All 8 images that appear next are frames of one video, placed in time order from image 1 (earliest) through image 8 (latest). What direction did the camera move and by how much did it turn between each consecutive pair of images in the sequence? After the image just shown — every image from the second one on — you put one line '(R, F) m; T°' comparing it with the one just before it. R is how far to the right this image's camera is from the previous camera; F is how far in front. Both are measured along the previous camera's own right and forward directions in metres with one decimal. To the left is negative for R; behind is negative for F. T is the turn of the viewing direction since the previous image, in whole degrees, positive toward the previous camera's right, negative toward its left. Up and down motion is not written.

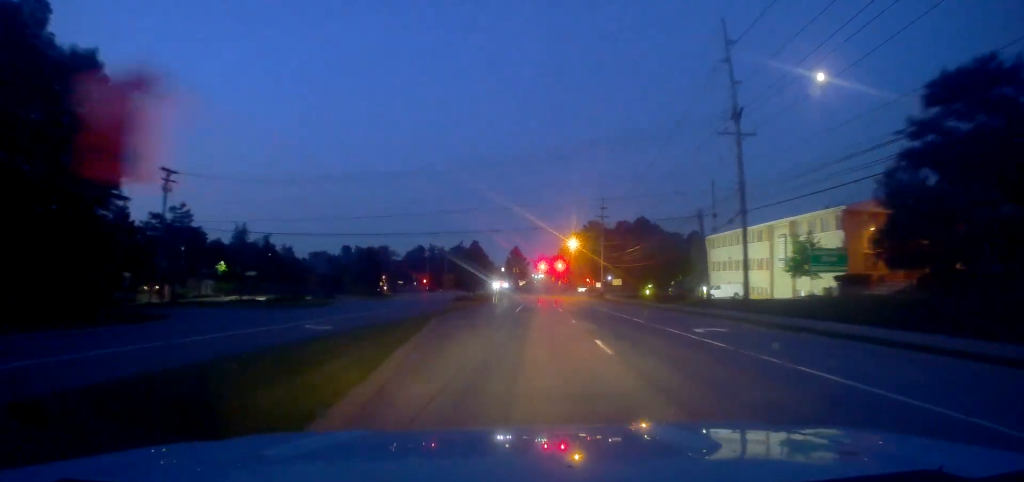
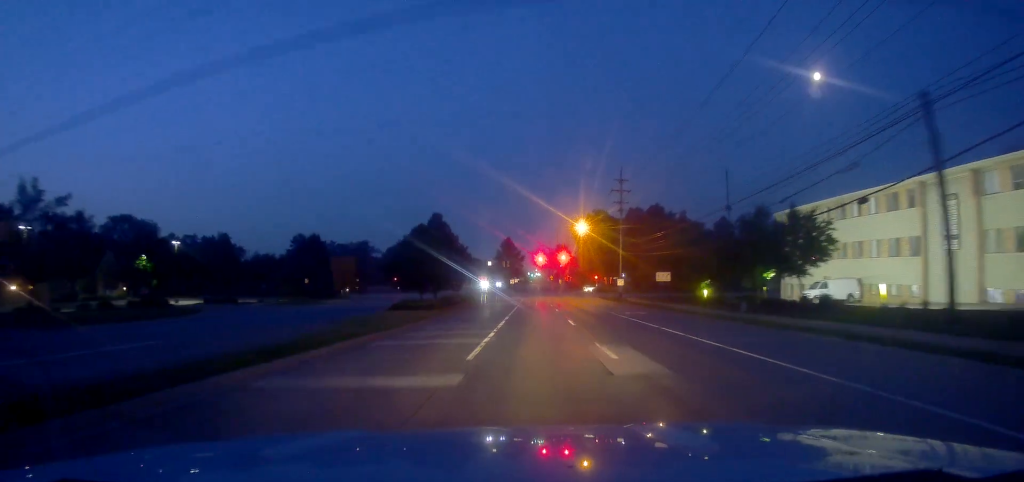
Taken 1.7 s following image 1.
(-0.3, +30.9) m; +1°
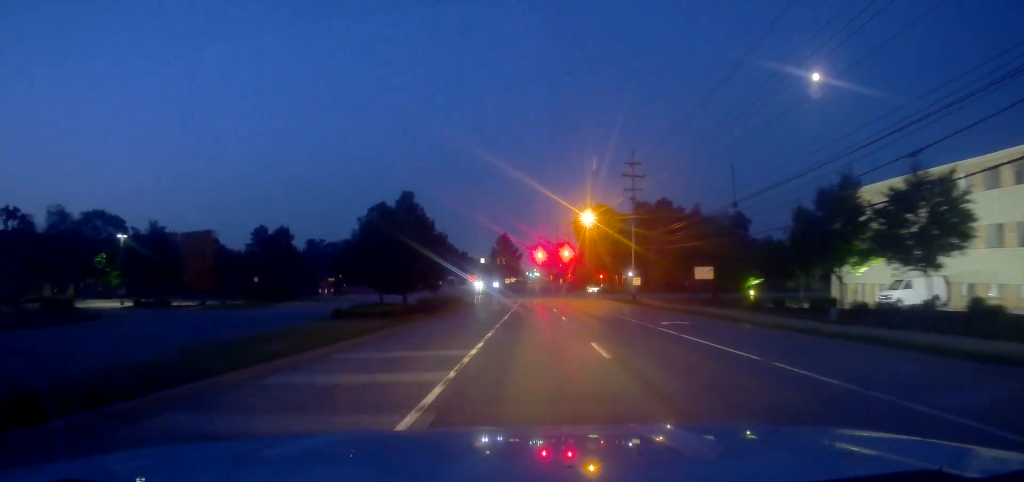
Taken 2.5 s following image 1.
(0.0, +12.6) m; 0°
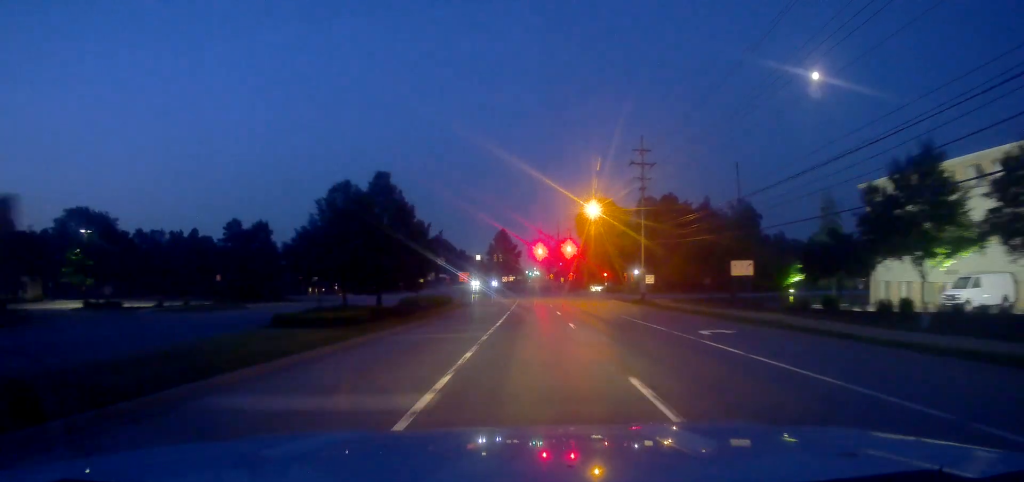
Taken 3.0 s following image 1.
(-0.2, +7.4) m; 0°
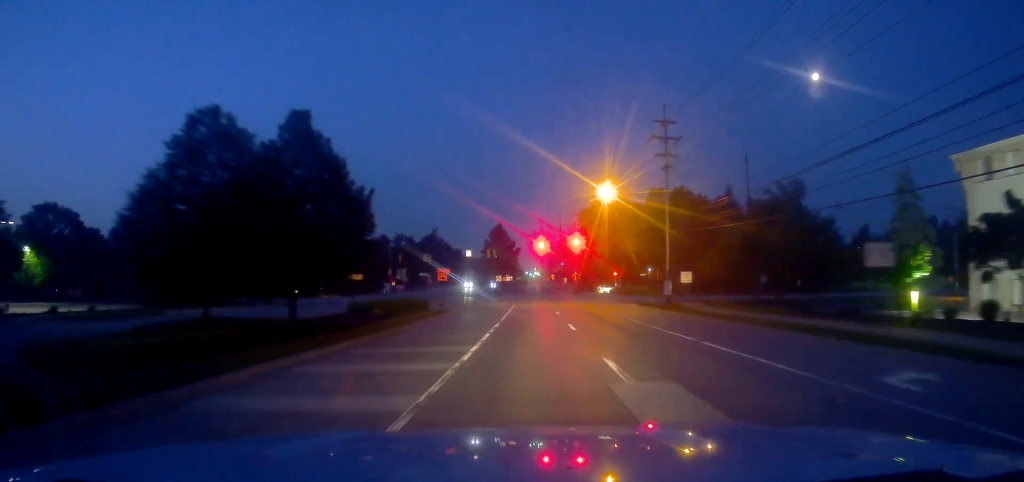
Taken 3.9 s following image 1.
(+0.3, +13.4) m; -2°
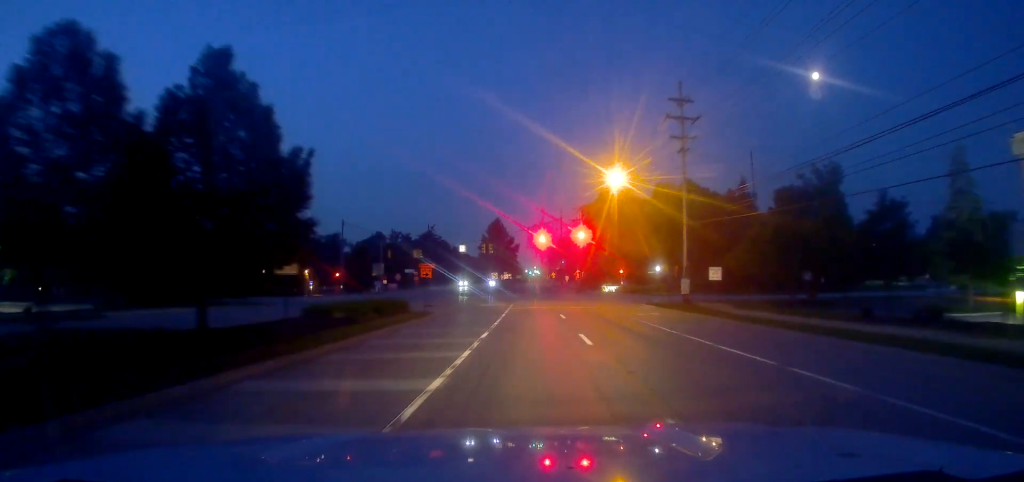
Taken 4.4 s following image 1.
(-0.3, +6.7) m; 0°
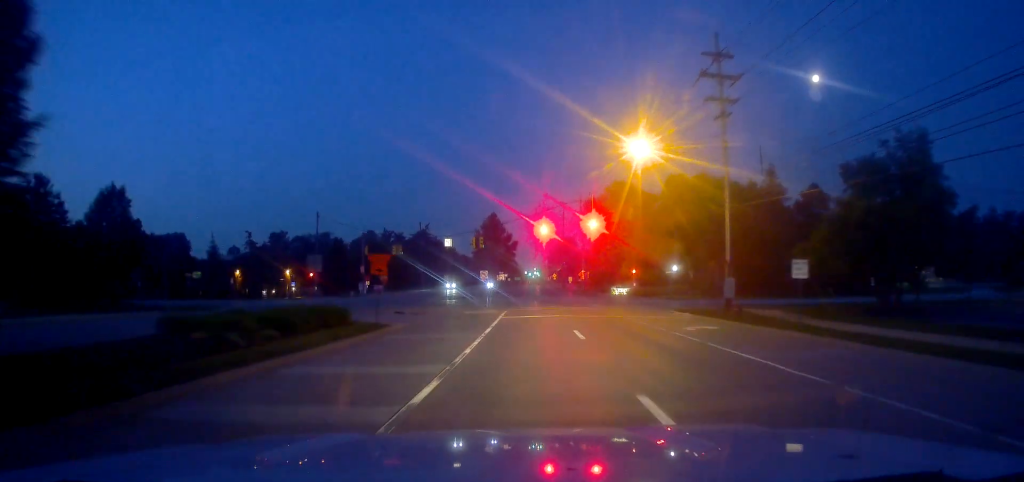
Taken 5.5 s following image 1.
(-0.1, +12.0) m; +2°
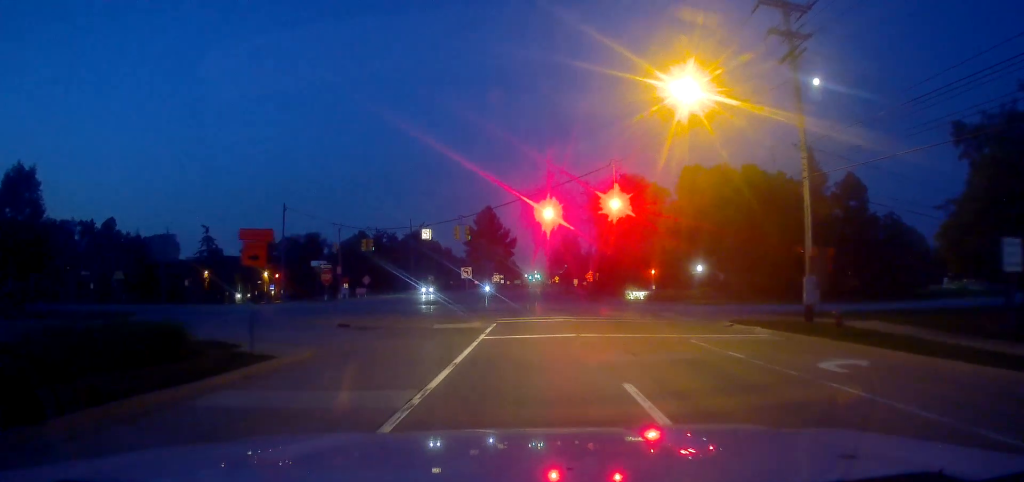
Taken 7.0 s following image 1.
(+0.5, +13.2) m; +2°
